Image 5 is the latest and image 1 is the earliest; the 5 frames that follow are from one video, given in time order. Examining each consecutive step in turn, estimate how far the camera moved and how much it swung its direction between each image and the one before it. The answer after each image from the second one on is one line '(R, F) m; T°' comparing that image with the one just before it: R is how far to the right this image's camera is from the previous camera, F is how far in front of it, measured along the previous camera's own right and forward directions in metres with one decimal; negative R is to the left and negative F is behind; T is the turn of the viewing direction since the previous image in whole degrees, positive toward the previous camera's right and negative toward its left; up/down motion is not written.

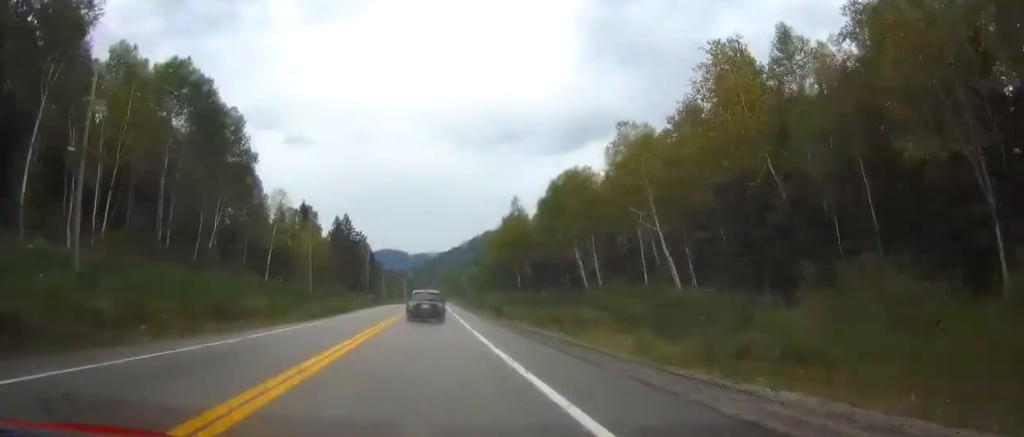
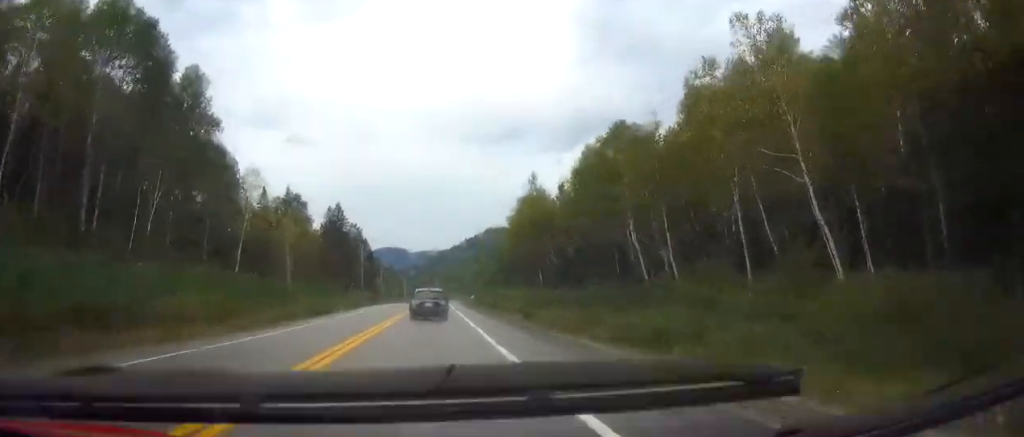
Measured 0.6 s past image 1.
(0.0, +16.1) m; 0°
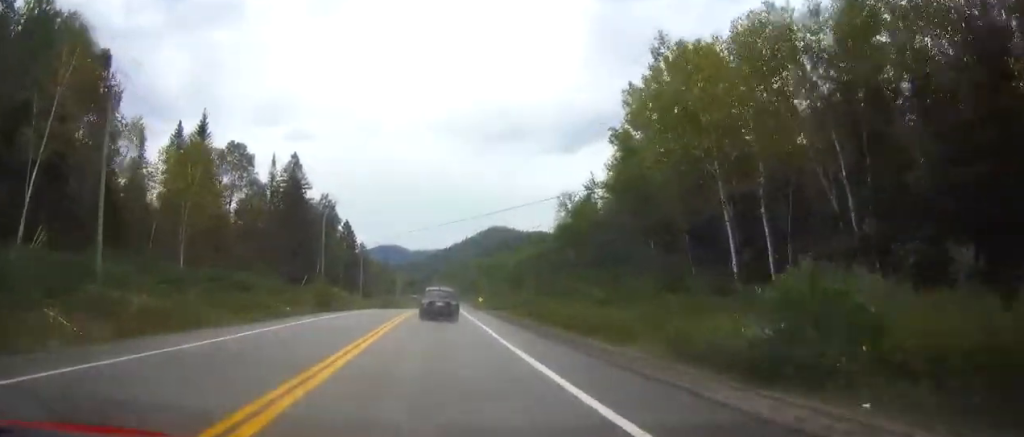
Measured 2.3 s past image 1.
(-0.1, +46.6) m; 0°
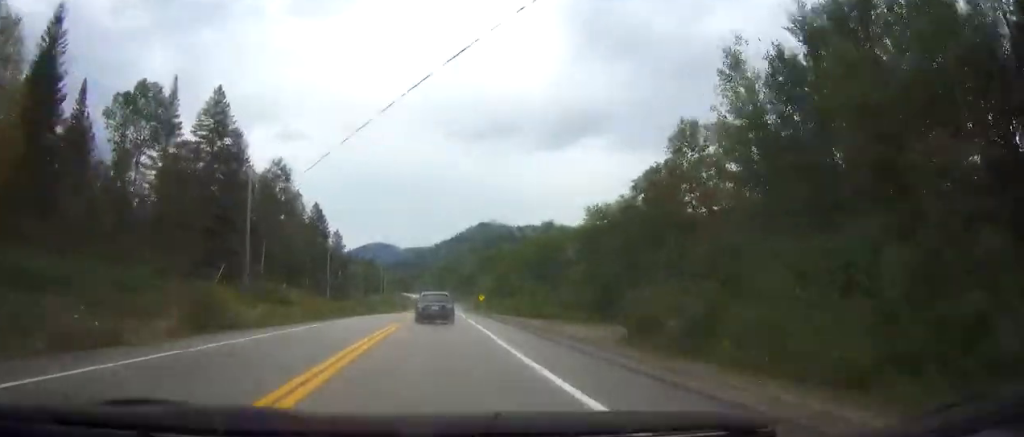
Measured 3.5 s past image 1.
(+0.4, +32.2) m; +1°
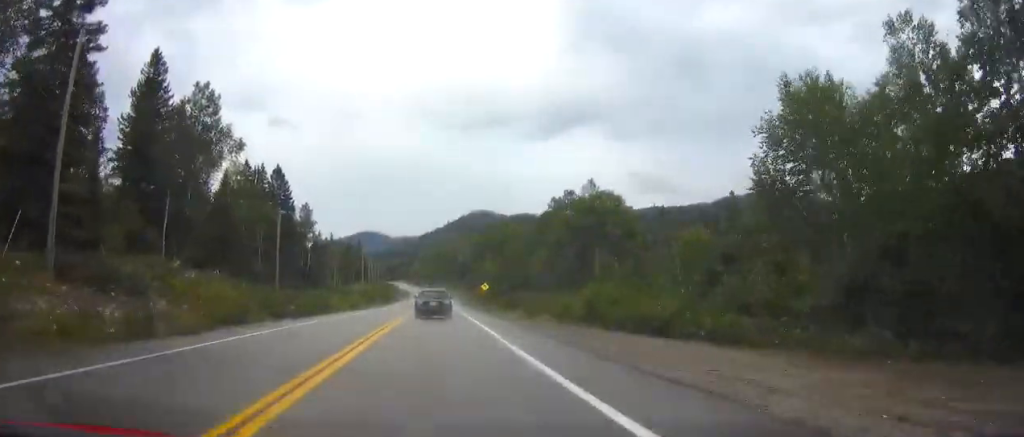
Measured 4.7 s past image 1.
(+0.3, +30.3) m; +1°
